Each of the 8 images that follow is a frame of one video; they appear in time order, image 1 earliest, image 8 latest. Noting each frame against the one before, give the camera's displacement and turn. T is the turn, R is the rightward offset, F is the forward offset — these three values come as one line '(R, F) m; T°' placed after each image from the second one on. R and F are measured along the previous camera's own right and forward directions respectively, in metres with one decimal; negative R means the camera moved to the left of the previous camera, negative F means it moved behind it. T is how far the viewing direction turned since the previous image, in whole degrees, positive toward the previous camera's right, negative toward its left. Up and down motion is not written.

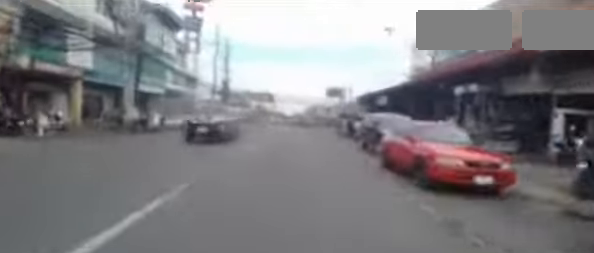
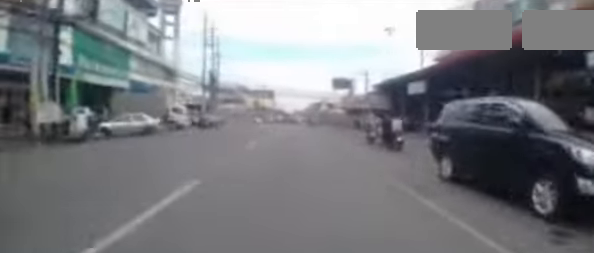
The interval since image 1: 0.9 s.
(+0.2, +8.1) m; 0°
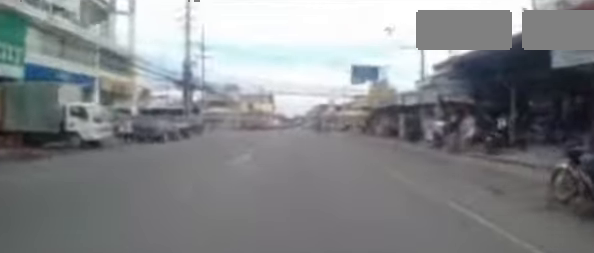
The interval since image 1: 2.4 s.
(-0.4, +13.0) m; -4°
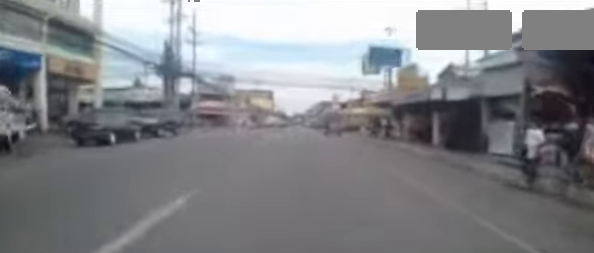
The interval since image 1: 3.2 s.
(-0.1, +6.0) m; +2°
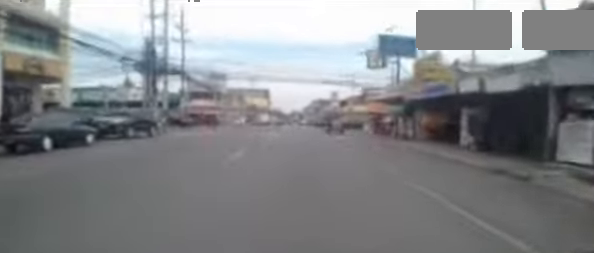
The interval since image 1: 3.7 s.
(+0.2, +3.4) m; 0°
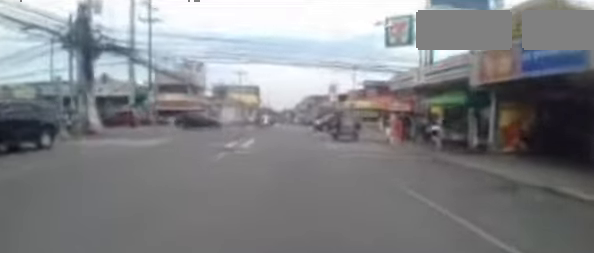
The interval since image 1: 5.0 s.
(-0.2, +8.0) m; -1°
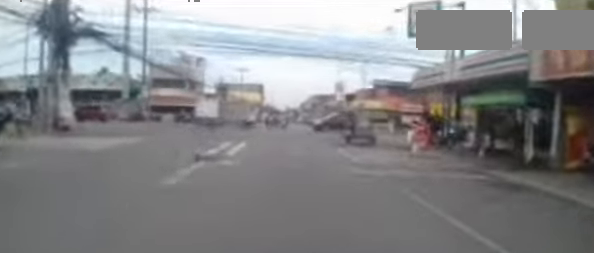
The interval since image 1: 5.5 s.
(0.0, +2.8) m; +1°
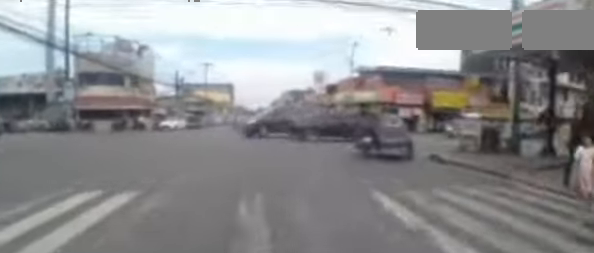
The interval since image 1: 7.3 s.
(+0.3, +7.1) m; -5°
